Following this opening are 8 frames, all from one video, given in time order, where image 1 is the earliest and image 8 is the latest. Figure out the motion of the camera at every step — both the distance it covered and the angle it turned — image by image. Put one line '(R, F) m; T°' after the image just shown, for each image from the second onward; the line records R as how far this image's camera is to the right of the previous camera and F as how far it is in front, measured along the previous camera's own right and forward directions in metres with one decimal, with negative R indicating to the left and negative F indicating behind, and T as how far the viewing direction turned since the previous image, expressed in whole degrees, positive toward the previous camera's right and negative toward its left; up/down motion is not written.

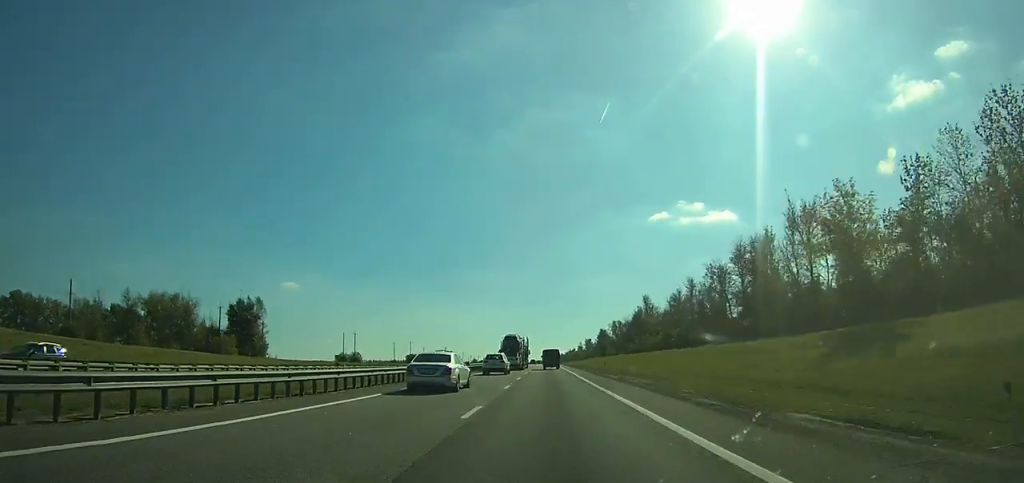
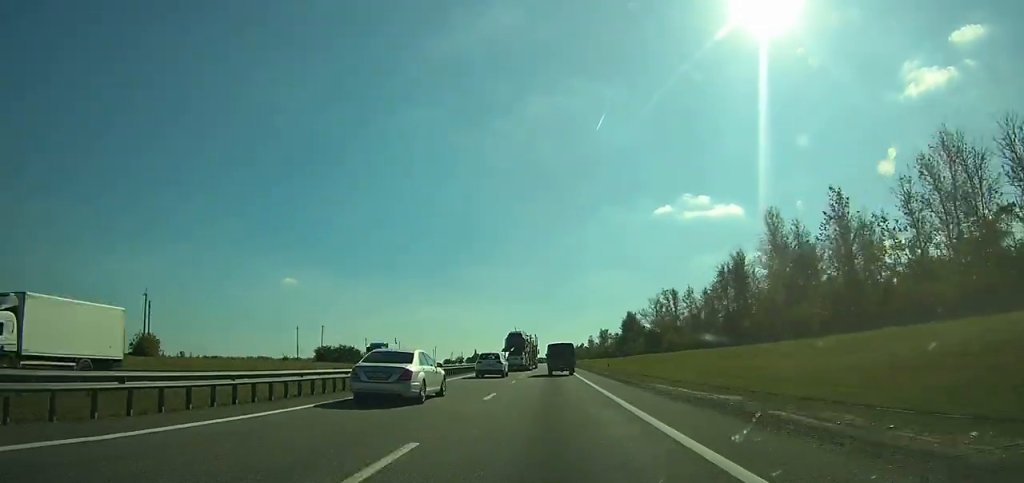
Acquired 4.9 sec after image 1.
(+0.2, +100.7) m; 0°
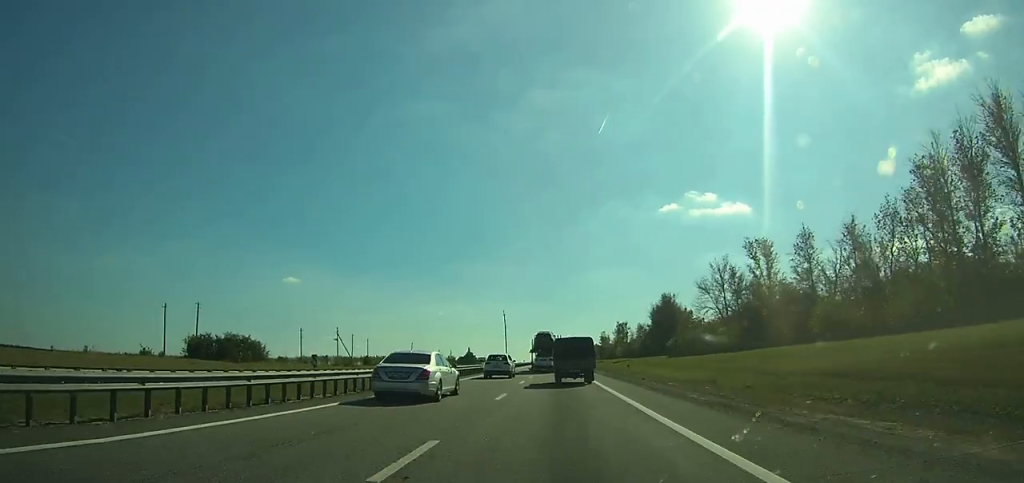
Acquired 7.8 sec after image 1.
(-0.2, +62.9) m; 0°
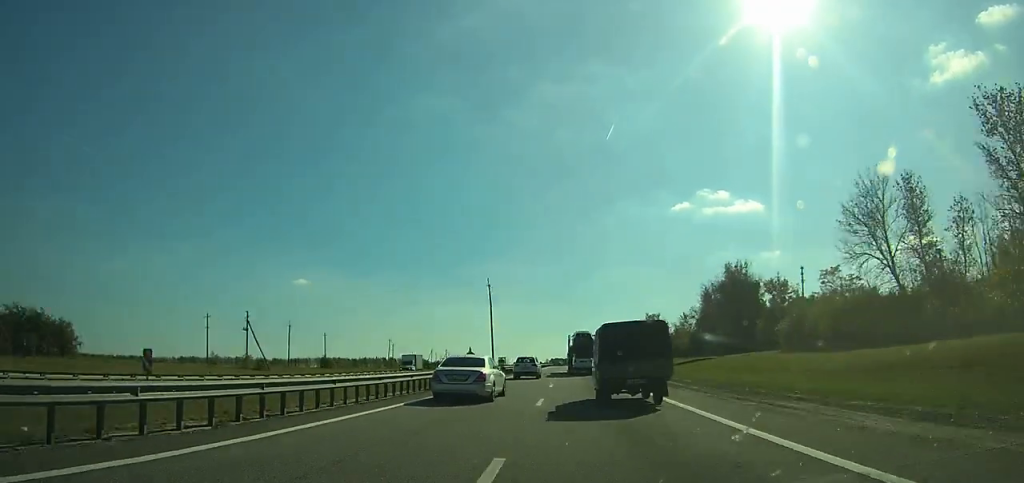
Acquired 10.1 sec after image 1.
(-0.2, +51.1) m; 0°
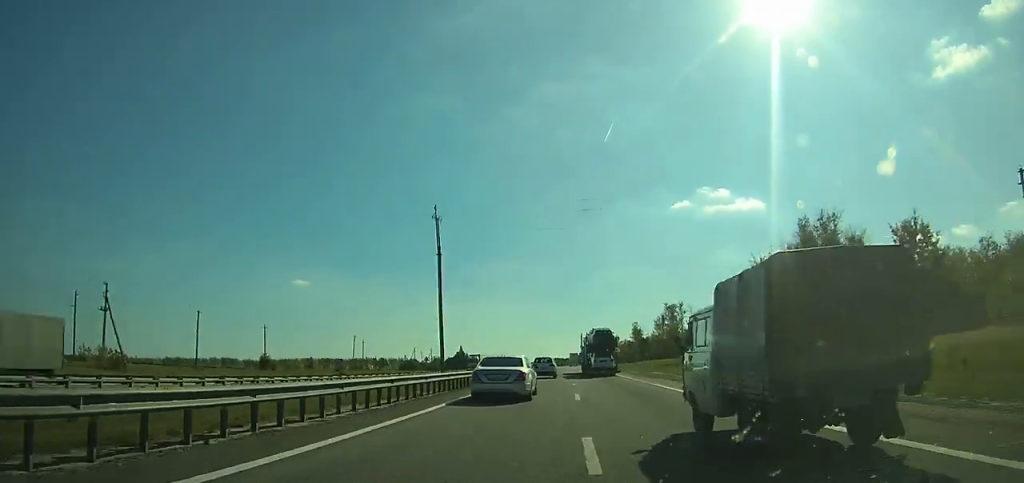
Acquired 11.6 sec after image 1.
(0.0, +33.9) m; 0°
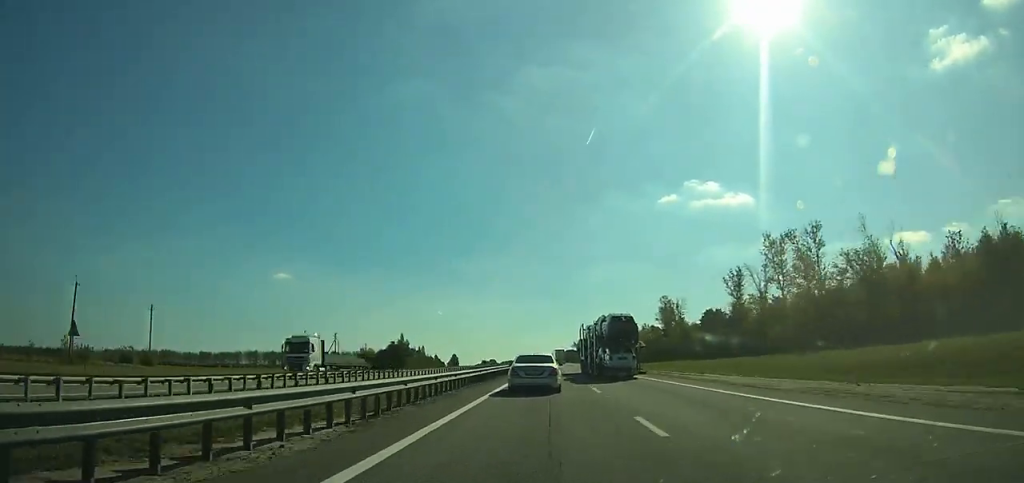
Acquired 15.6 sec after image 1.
(+0.4, +92.0) m; 0°
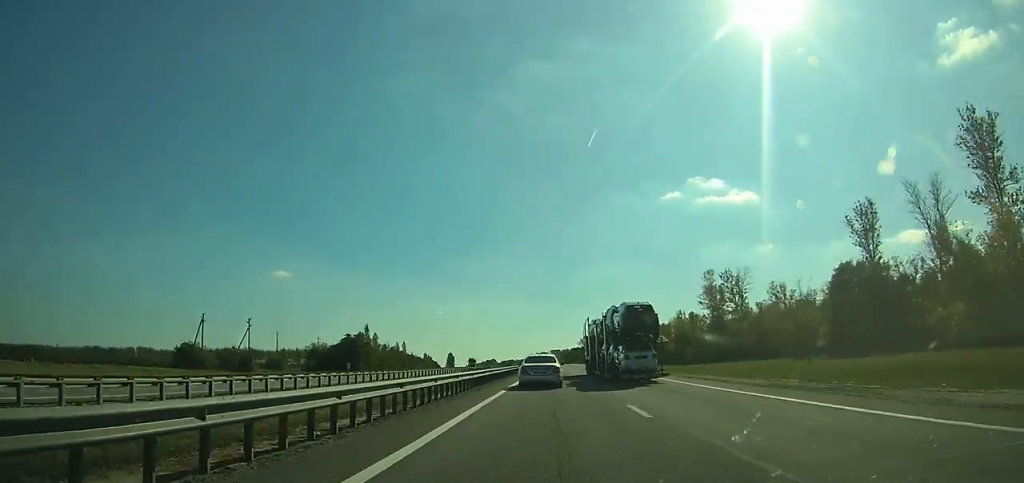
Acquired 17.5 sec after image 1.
(0.0, +45.6) m; 0°
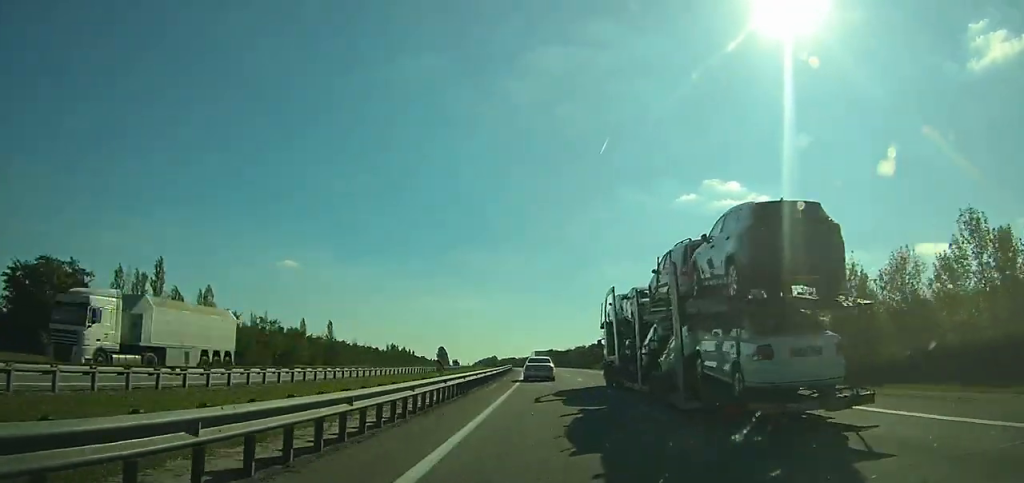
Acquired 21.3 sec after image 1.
(-0.7, +98.6) m; -1°
